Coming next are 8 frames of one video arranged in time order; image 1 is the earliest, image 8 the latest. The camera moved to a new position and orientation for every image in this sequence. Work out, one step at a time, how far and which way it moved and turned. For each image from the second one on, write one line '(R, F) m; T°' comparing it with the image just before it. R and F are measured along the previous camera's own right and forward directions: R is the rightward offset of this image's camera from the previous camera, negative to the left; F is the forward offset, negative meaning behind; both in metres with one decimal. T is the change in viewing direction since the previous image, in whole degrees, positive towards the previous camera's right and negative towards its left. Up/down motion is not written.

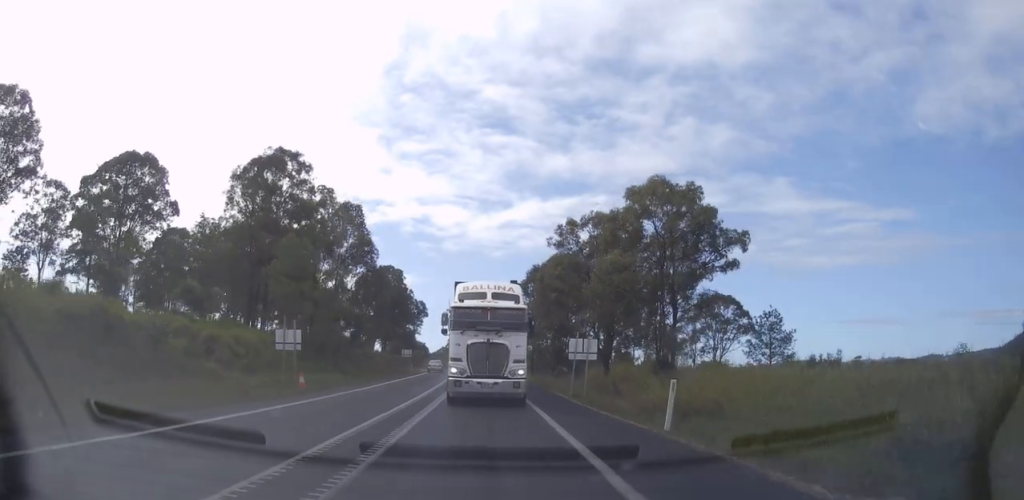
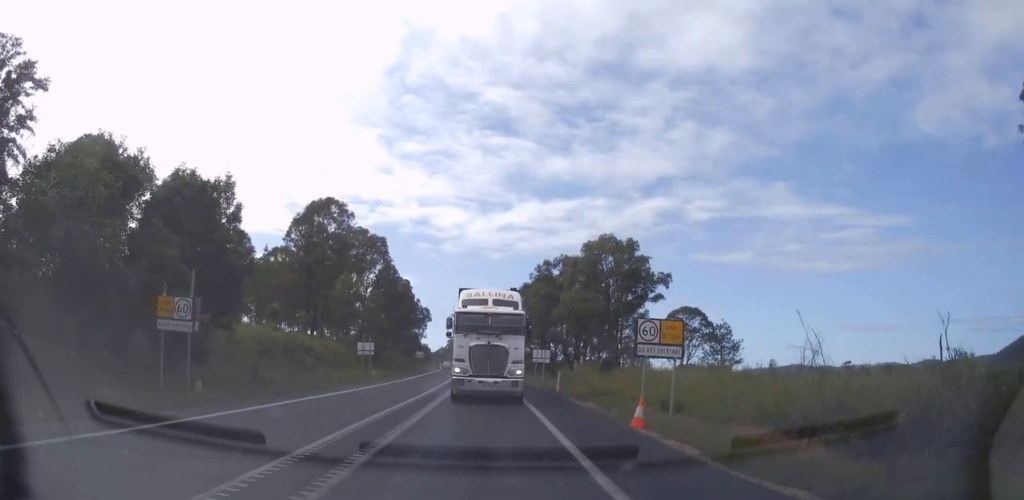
(-0.2, +18.7) m; +1°
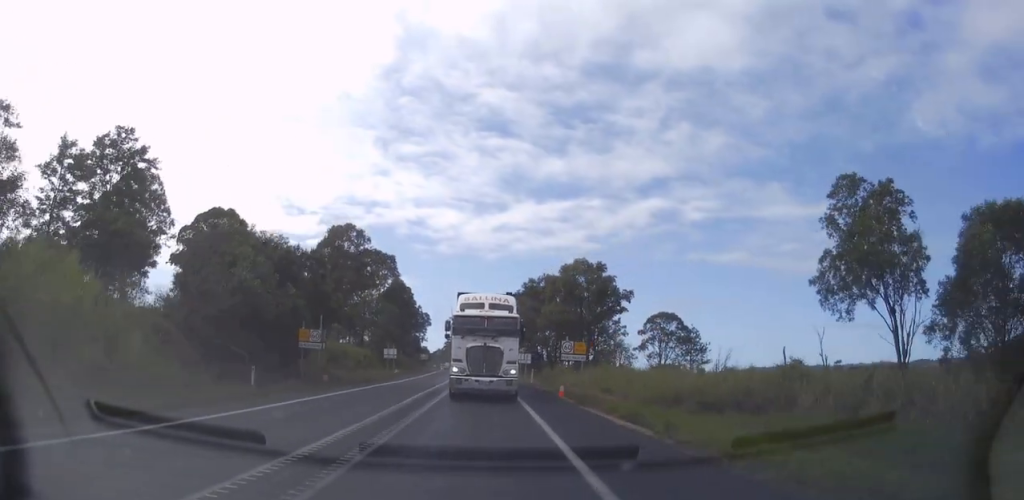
(+0.4, +14.7) m; +2°
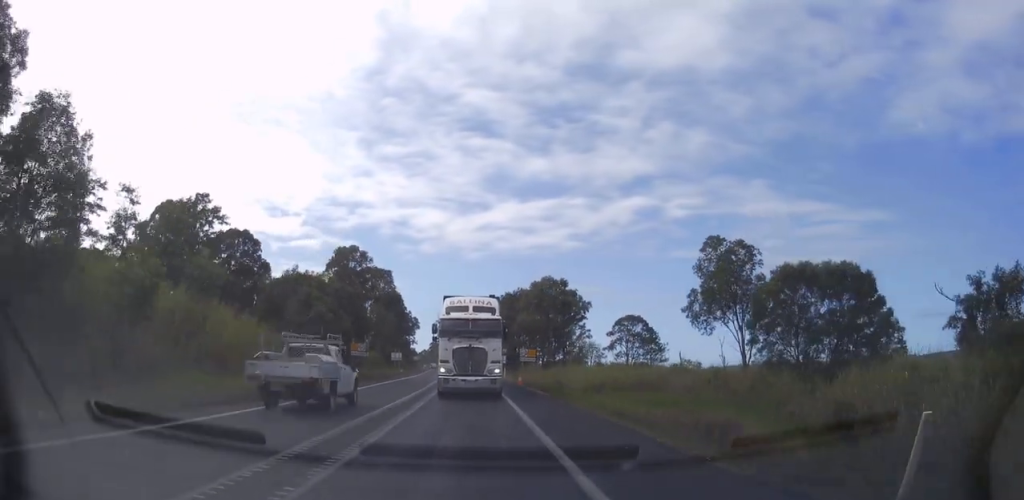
(+0.3, +16.6) m; +3°
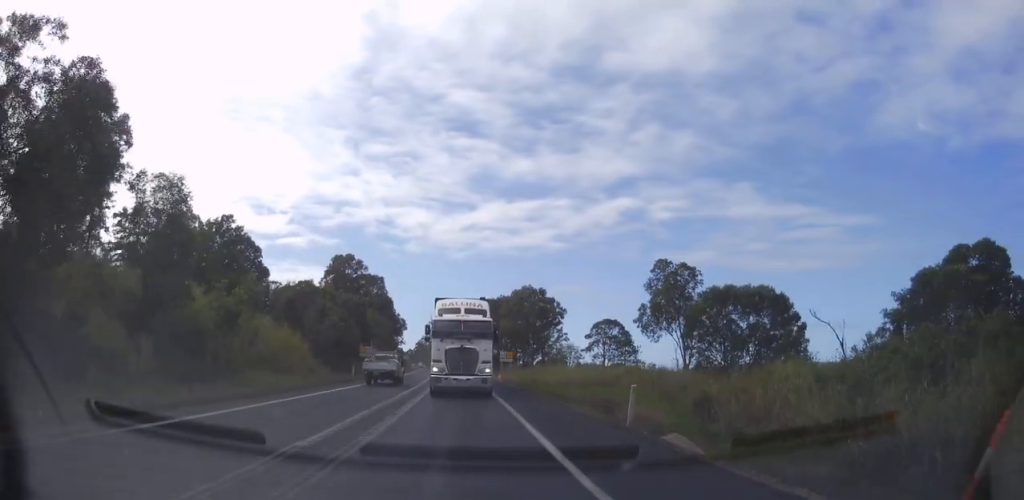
(+0.3, +9.5) m; +2°
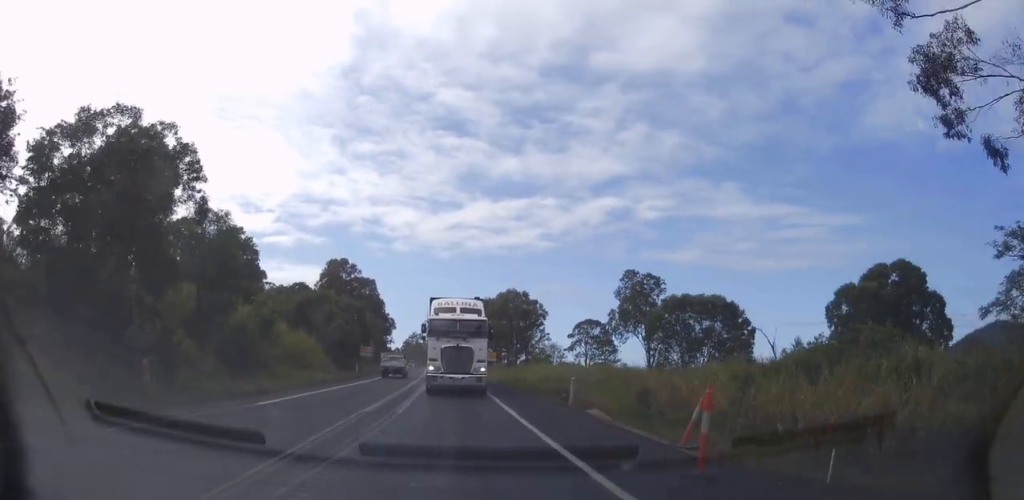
(0.0, +6.8) m; +1°
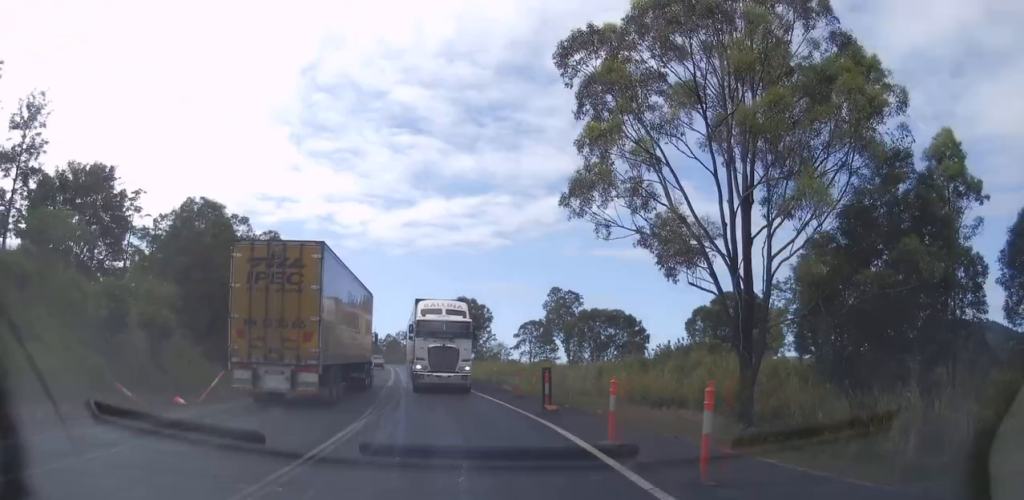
(+0.5, +17.1) m; +3°
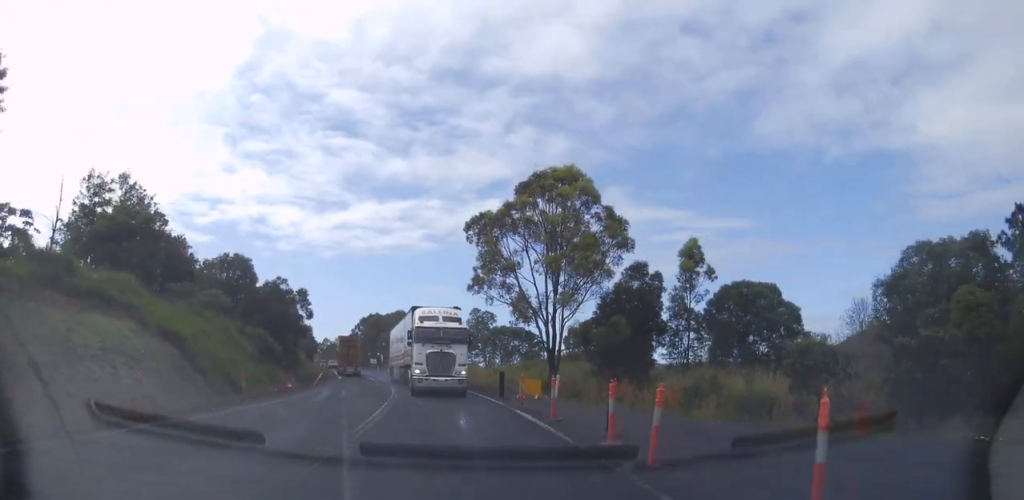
(+0.9, +24.3) m; +8°
